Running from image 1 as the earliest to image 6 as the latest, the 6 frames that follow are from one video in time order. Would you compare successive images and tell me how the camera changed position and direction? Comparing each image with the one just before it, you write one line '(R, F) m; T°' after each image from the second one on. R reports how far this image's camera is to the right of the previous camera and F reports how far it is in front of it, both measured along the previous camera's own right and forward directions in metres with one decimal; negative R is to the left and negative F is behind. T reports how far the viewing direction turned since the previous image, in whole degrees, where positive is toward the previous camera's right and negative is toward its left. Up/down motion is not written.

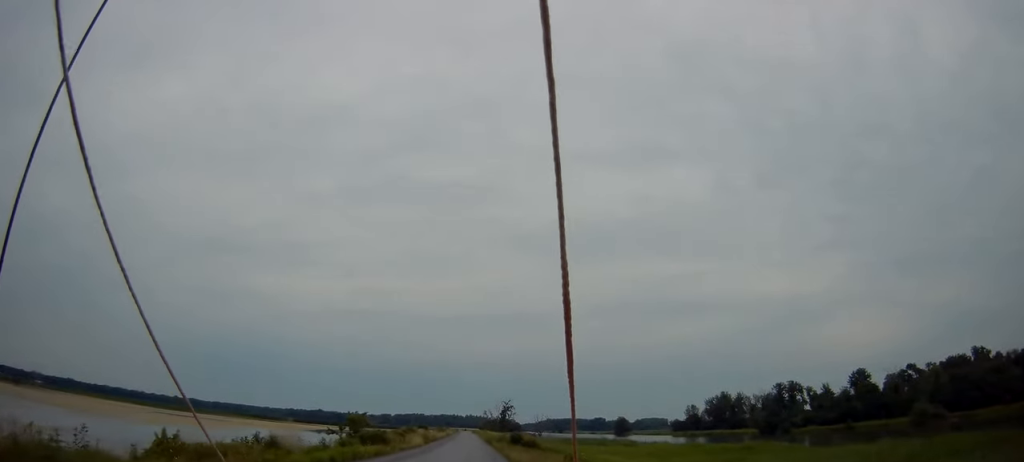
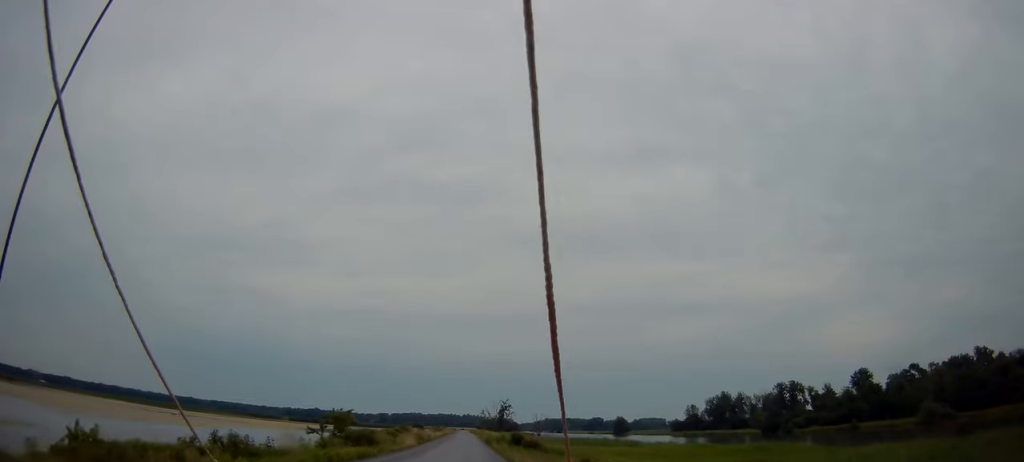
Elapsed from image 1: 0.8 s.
(+0.1, +4.7) m; +1°
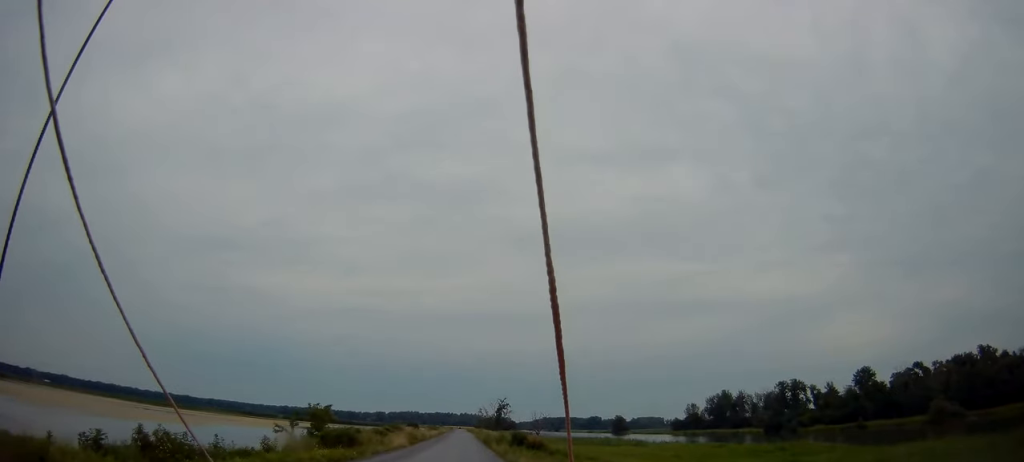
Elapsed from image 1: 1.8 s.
(+0.1, +6.1) m; -1°
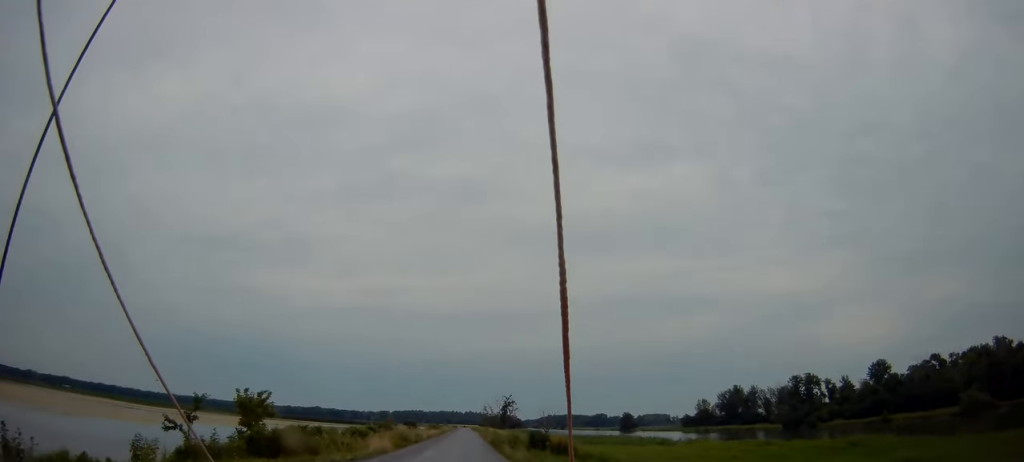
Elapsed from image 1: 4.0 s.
(-0.4, +13.0) m; 0°
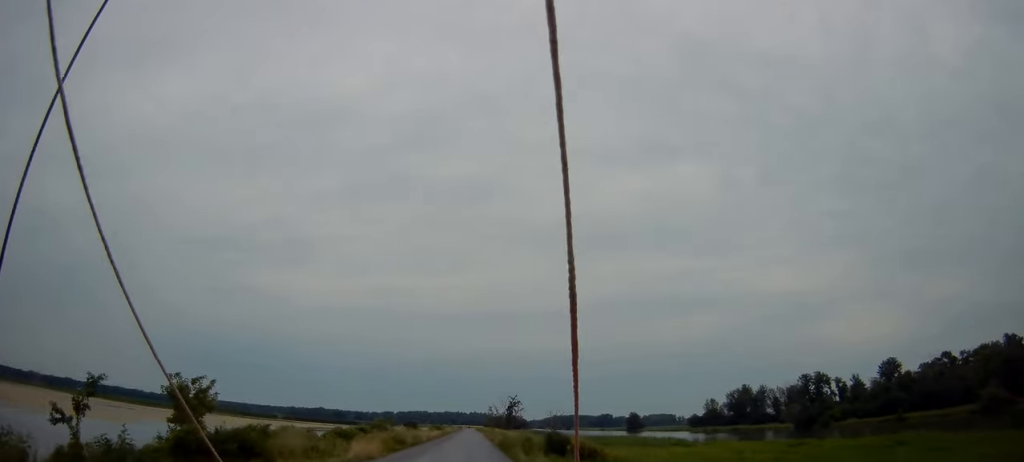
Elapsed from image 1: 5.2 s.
(+0.2, +6.6) m; +1°
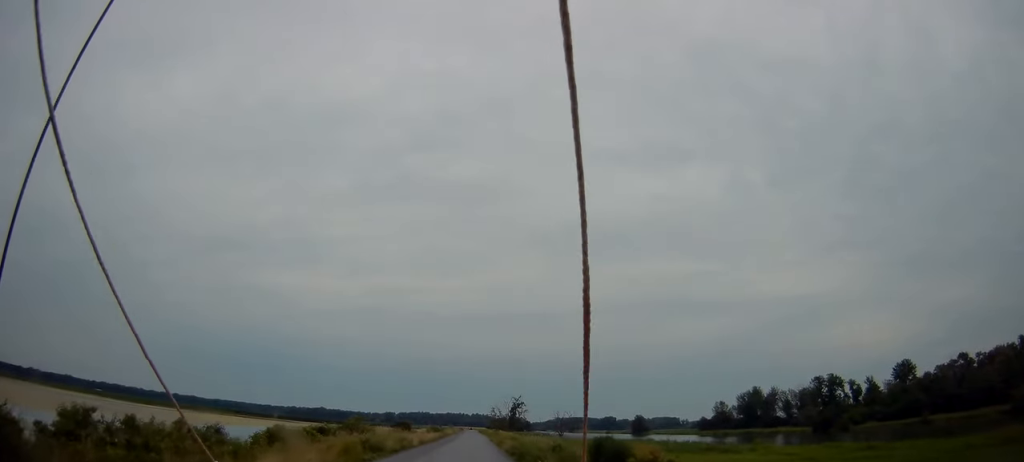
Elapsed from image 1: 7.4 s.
(-0.5, +12.7) m; -3°
